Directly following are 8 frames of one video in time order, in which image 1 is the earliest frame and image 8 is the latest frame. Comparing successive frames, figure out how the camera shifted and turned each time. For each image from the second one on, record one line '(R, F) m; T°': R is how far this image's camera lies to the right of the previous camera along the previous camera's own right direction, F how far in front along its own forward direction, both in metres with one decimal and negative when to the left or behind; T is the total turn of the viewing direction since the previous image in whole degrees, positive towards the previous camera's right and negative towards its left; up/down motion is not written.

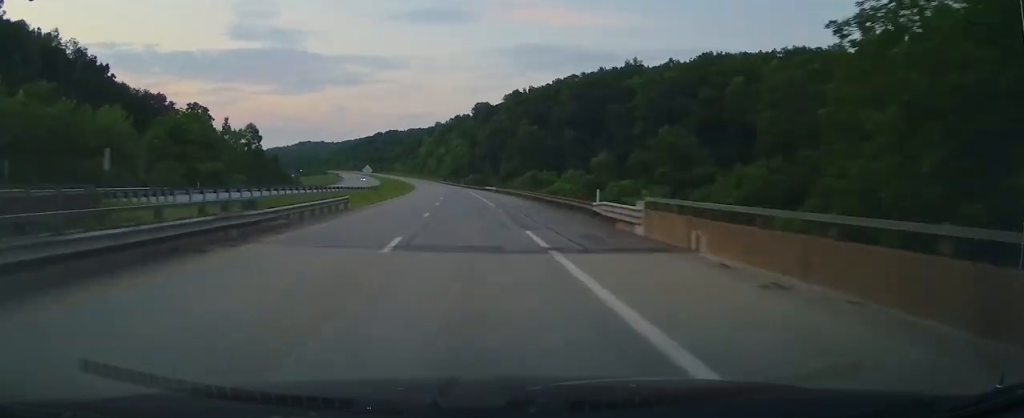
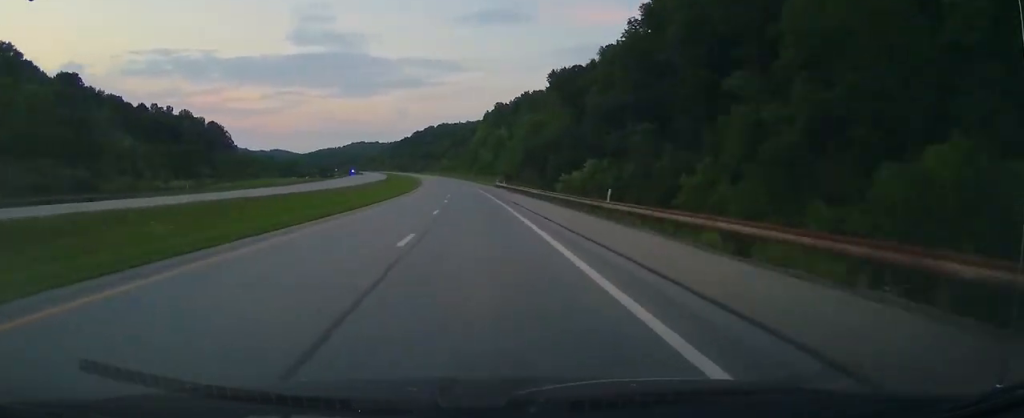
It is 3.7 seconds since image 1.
(-6.9, +124.0) m; -6°
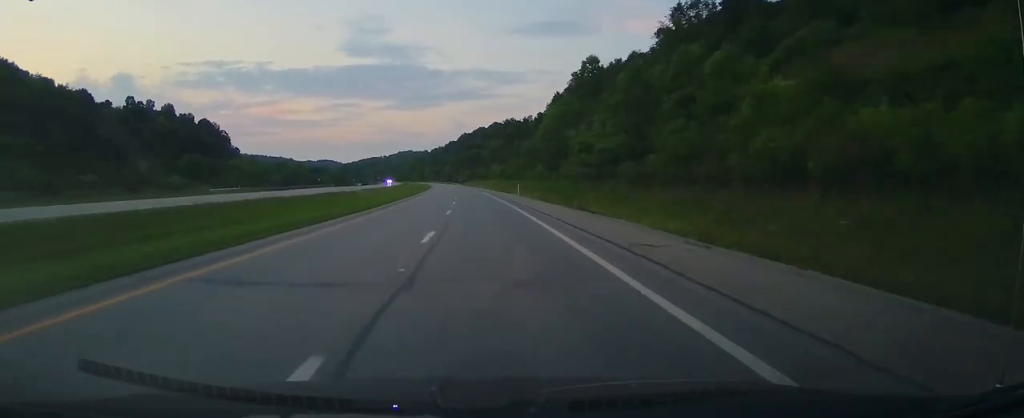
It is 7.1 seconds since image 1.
(-4.7, +110.9) m; -5°
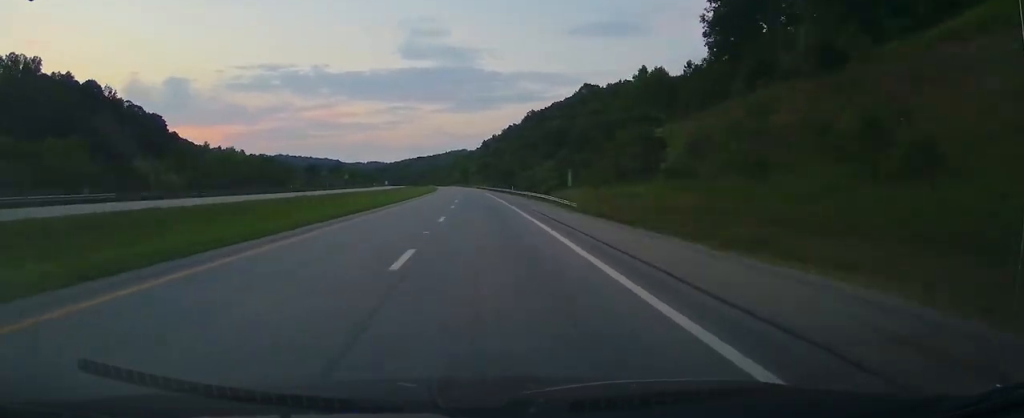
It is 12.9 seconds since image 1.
(-10.8, +193.8) m; -6°
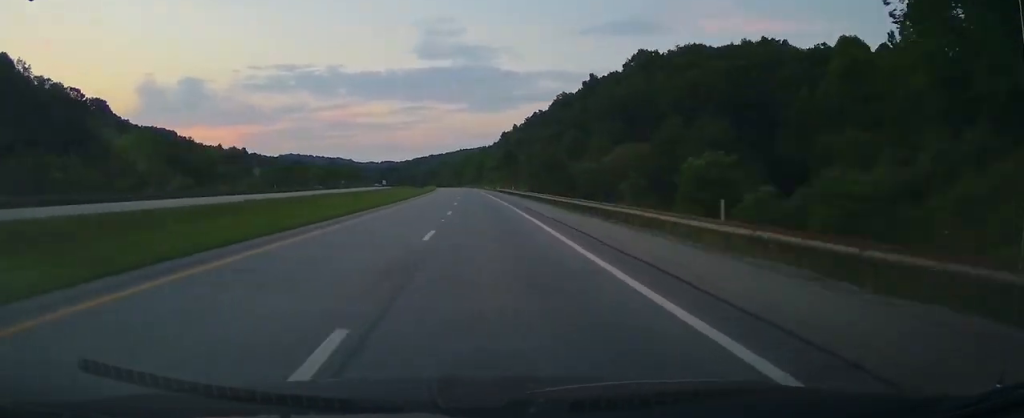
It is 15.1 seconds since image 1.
(-1.3, +70.7) m; -2°
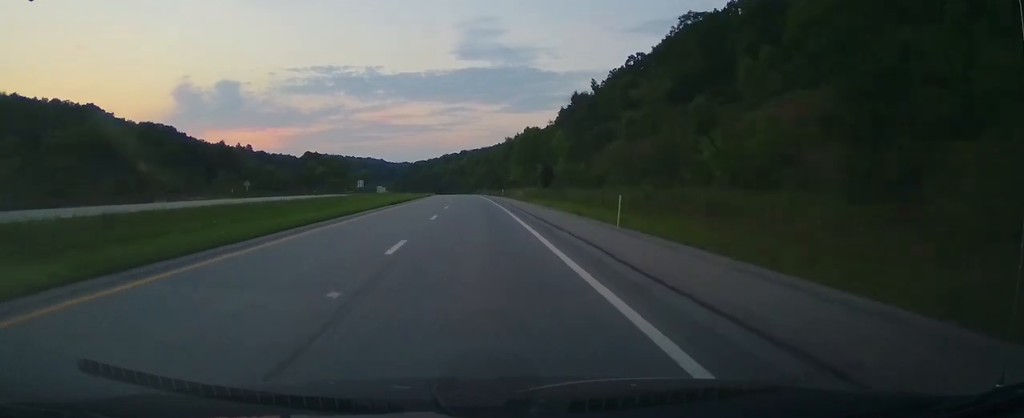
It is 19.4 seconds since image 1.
(-4.6, +142.2) m; -4°
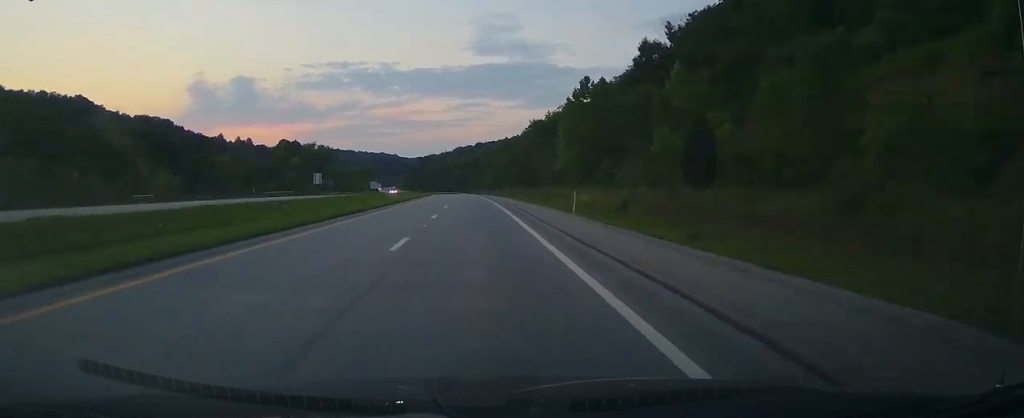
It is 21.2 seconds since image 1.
(-0.5, +62.5) m; -2°
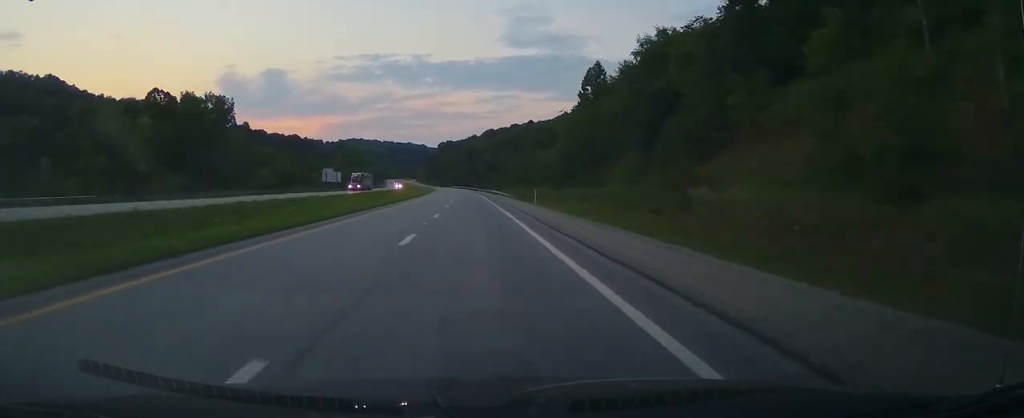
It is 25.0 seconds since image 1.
(-4.0, +125.9) m; -3°
